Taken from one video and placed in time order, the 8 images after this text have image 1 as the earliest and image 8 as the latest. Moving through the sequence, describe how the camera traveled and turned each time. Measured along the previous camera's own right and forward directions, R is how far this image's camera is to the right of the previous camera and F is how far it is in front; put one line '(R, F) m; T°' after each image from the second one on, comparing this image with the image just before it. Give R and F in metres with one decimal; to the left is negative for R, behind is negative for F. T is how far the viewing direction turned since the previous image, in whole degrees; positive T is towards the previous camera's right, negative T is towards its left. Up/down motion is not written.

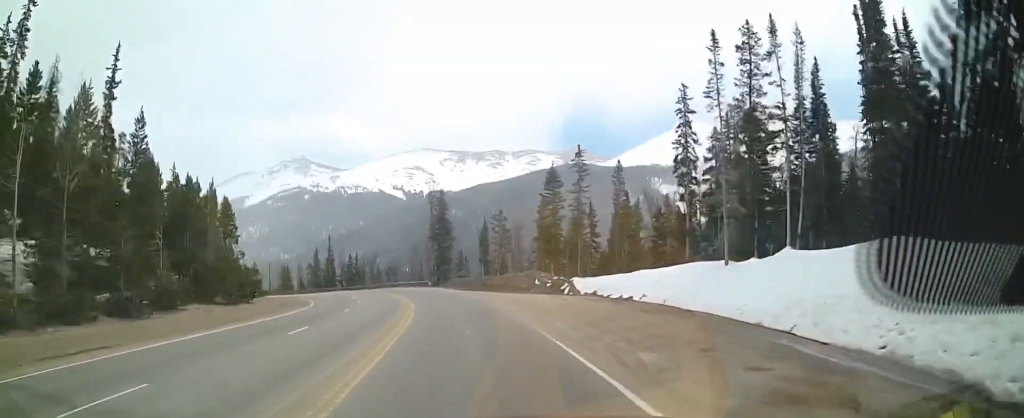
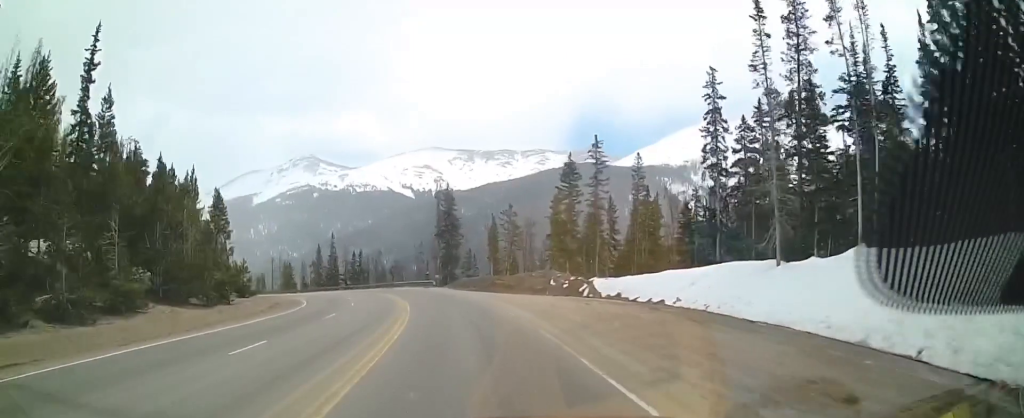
(+0.4, +5.2) m; 0°
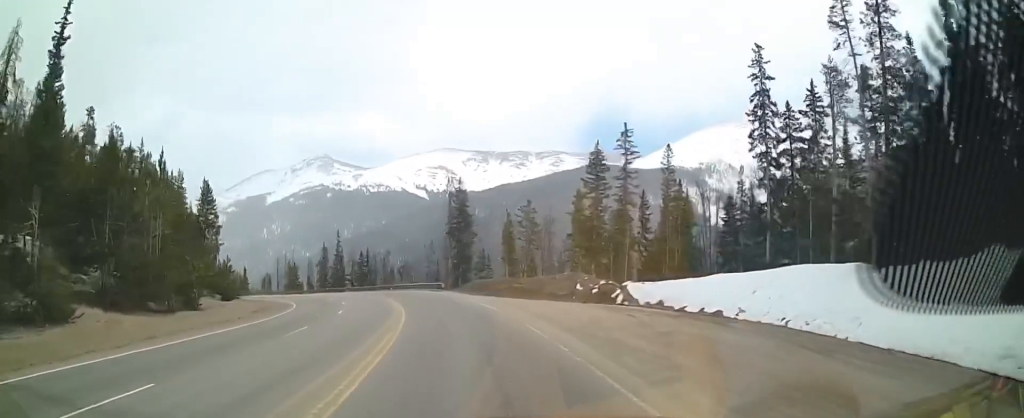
(-0.2, +6.9) m; -3°
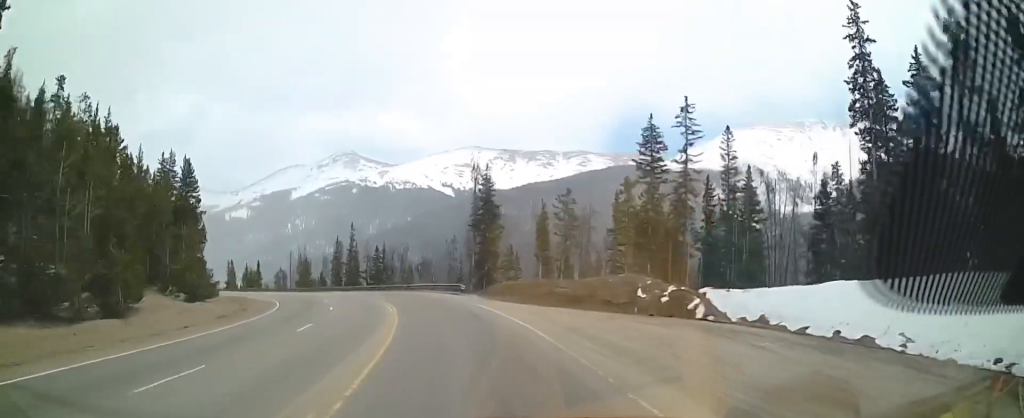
(-0.6, +10.7) m; -5°
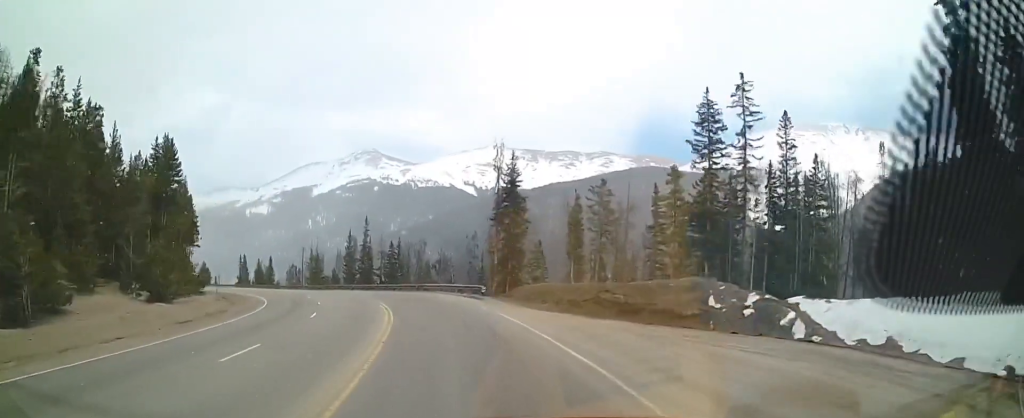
(-0.4, +7.8) m; 0°
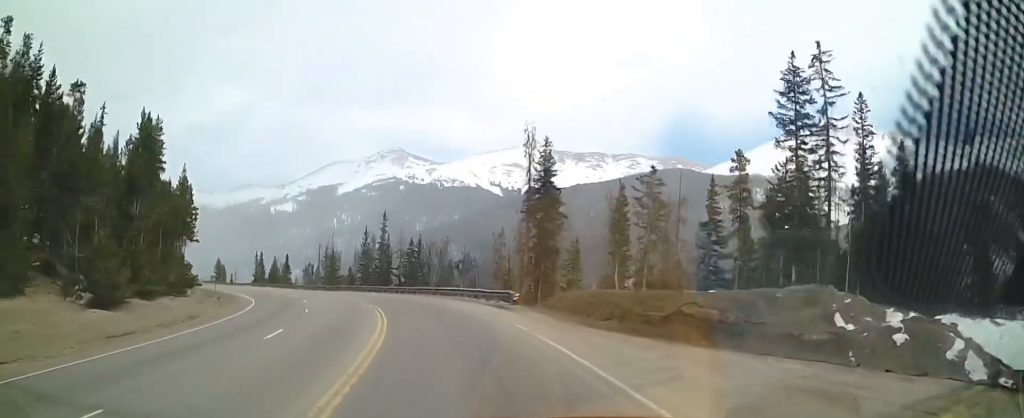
(+0.2, +8.2) m; -1°
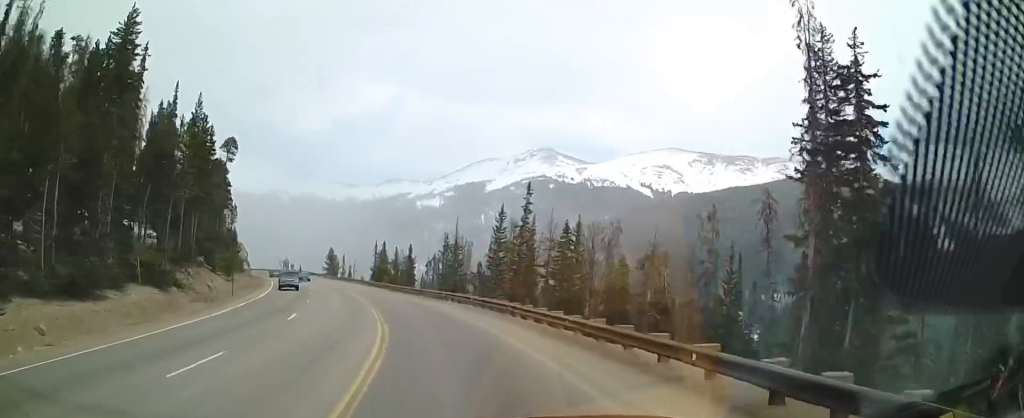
(-3.5, +30.9) m; -10°
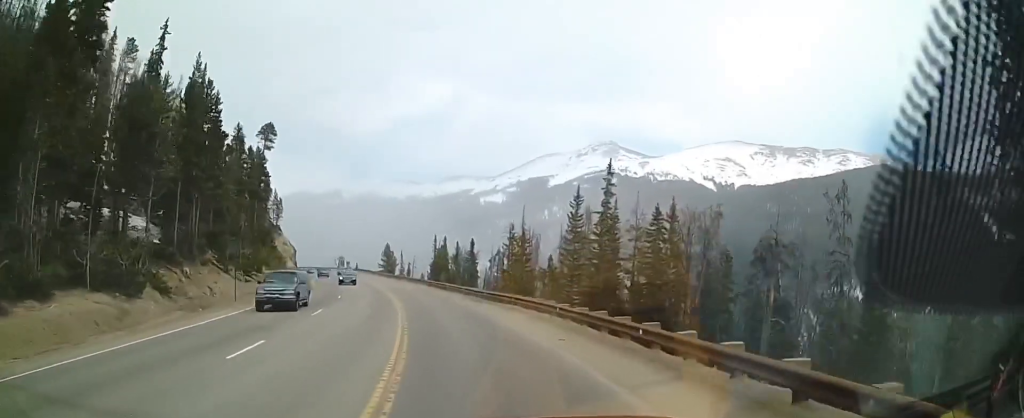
(+0.1, +10.9) m; -2°
